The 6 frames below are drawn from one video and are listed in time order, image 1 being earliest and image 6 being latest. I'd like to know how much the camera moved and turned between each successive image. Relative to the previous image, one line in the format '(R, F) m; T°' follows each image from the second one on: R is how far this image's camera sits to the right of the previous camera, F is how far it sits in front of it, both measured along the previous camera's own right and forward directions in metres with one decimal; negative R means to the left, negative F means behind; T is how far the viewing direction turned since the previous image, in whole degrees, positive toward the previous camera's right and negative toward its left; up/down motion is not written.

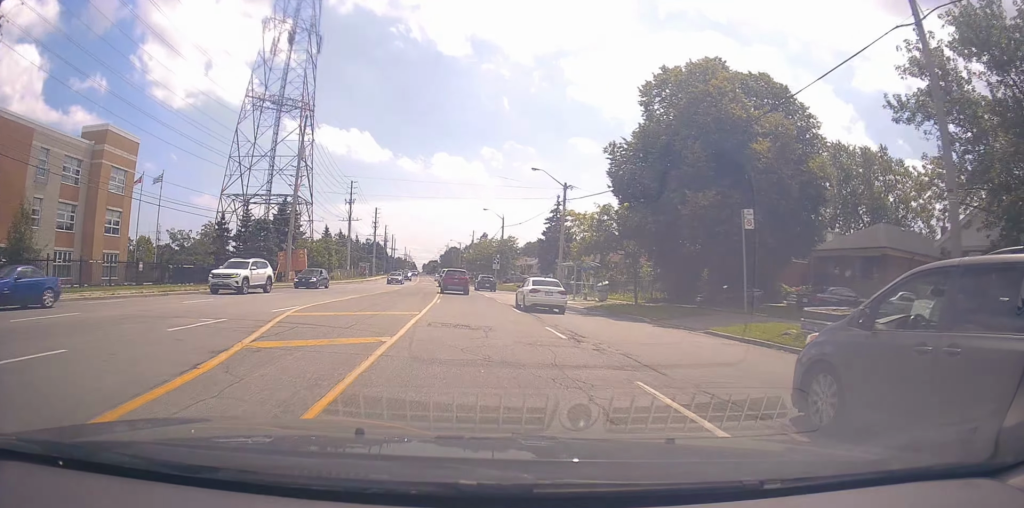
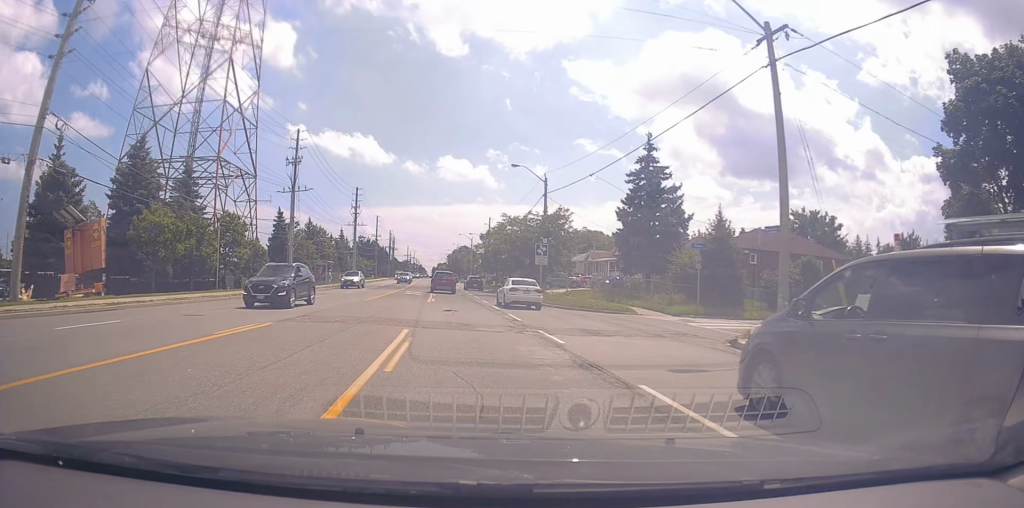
(-0.7, +35.4) m; 0°
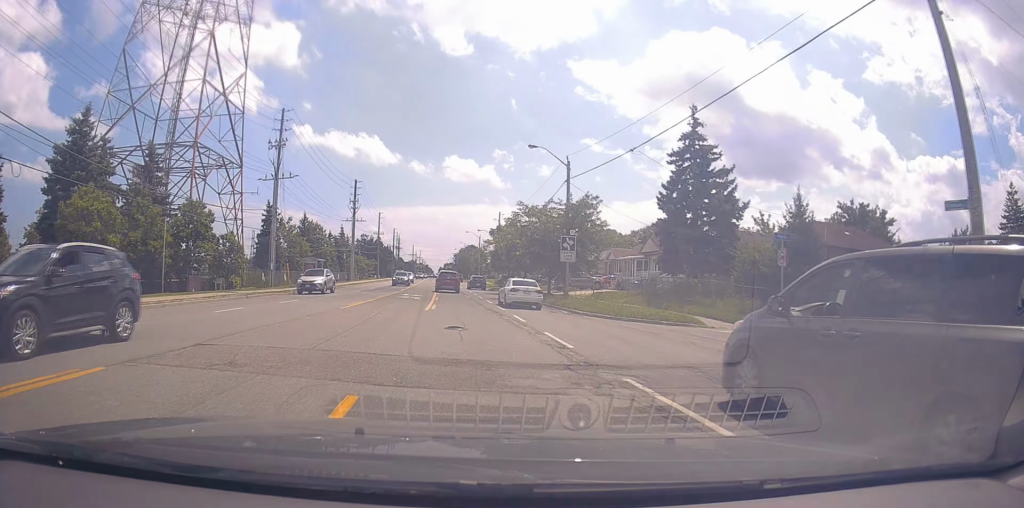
(0.0, +7.6) m; -1°
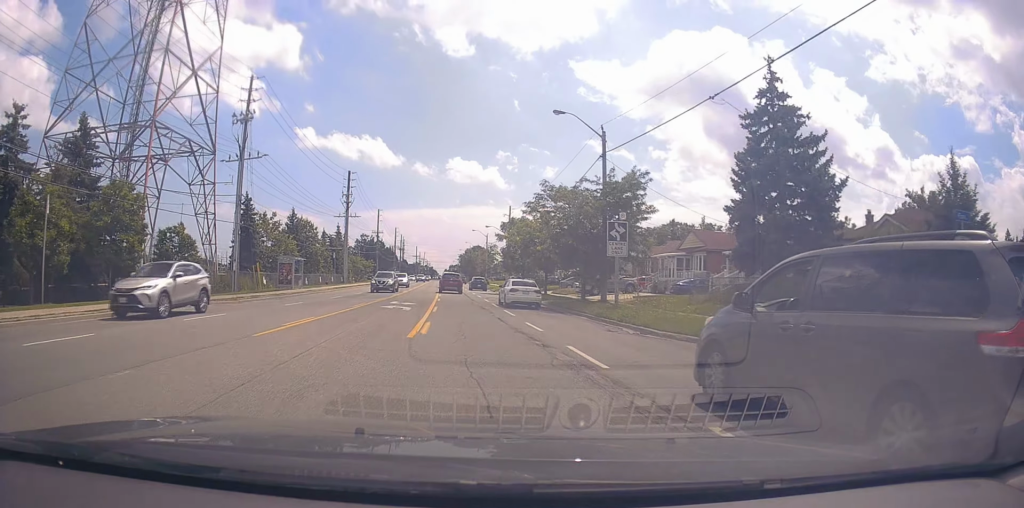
(-0.1, +9.8) m; -1°
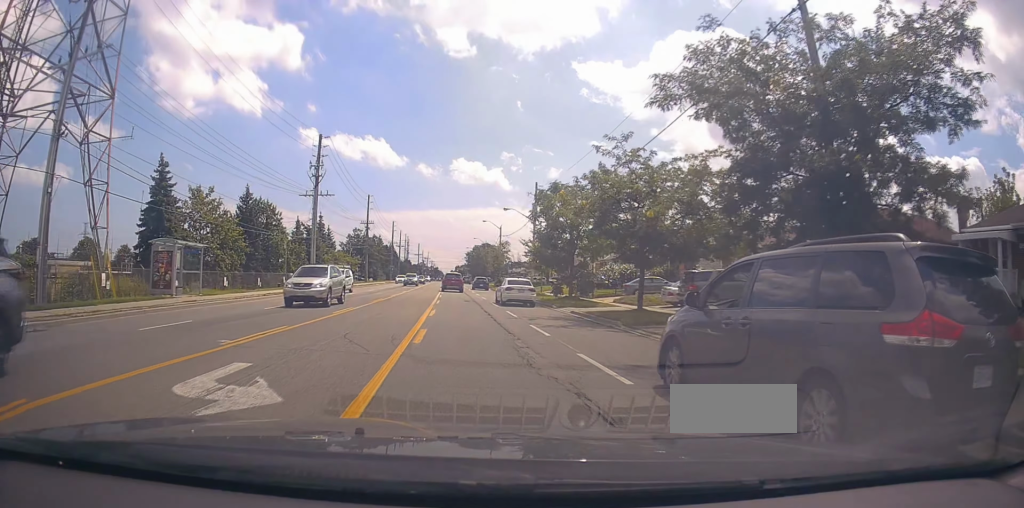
(-0.3, +21.0) m; -1°
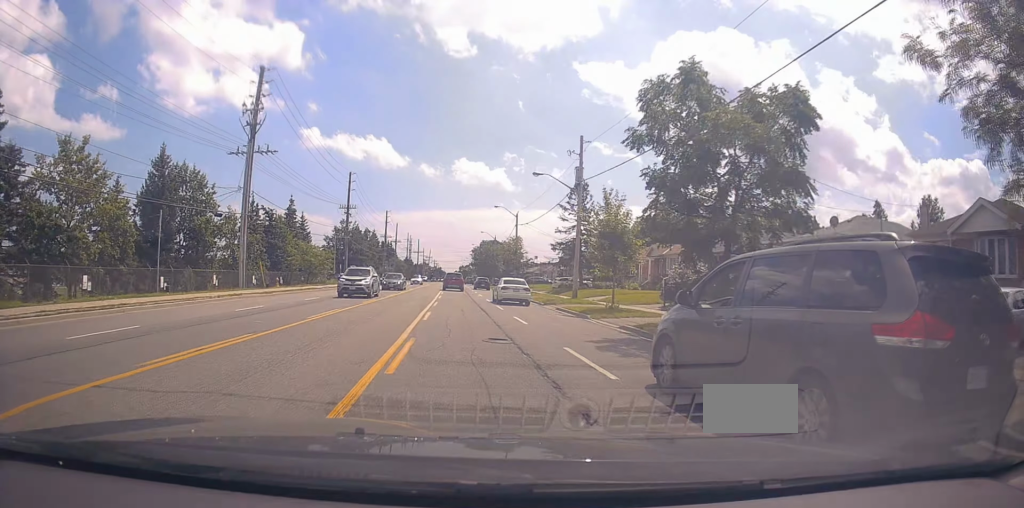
(+0.2, +20.4) m; +1°
